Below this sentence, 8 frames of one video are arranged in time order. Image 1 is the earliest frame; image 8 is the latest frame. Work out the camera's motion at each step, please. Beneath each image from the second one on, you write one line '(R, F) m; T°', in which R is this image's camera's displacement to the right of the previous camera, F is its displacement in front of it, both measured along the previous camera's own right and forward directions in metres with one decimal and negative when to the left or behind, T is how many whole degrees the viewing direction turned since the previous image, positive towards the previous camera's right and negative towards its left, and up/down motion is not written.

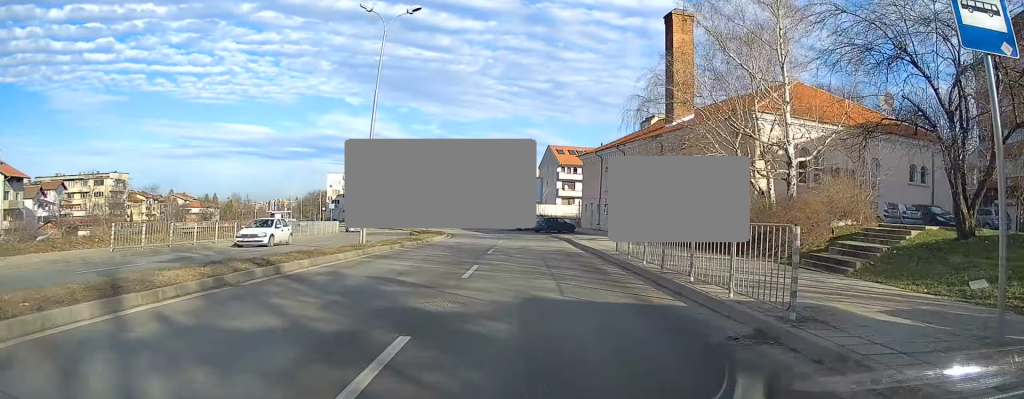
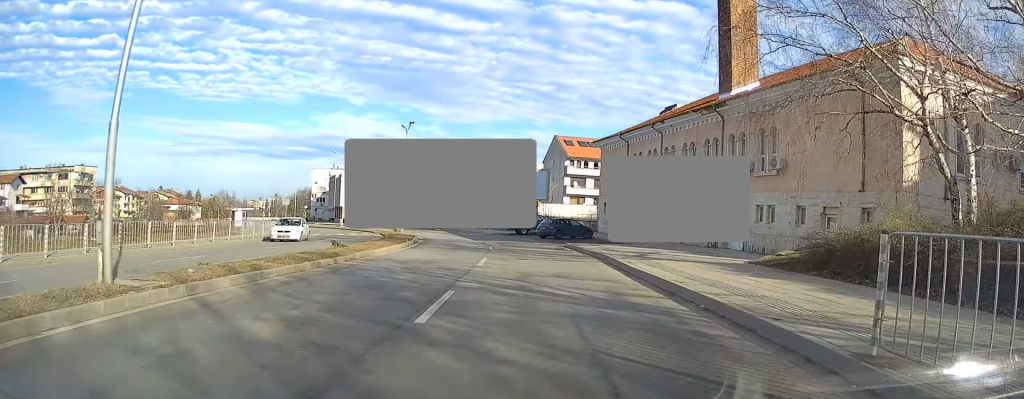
(+0.1, +14.8) m; +1°
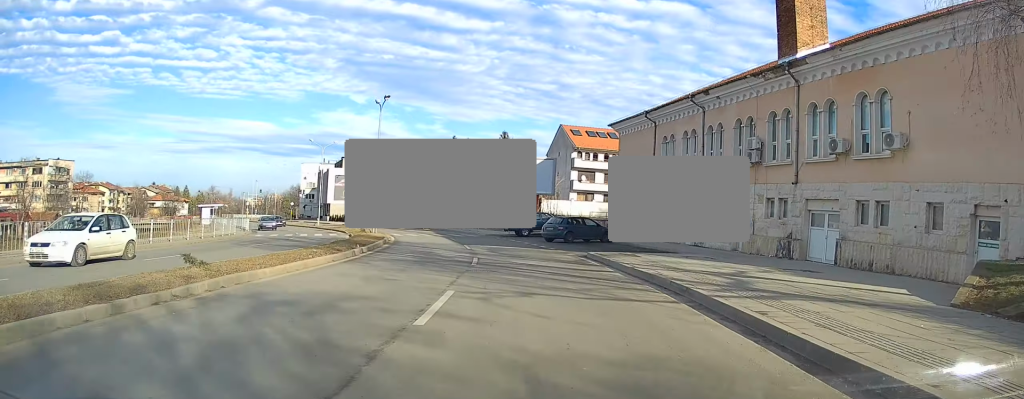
(0.0, +9.5) m; 0°
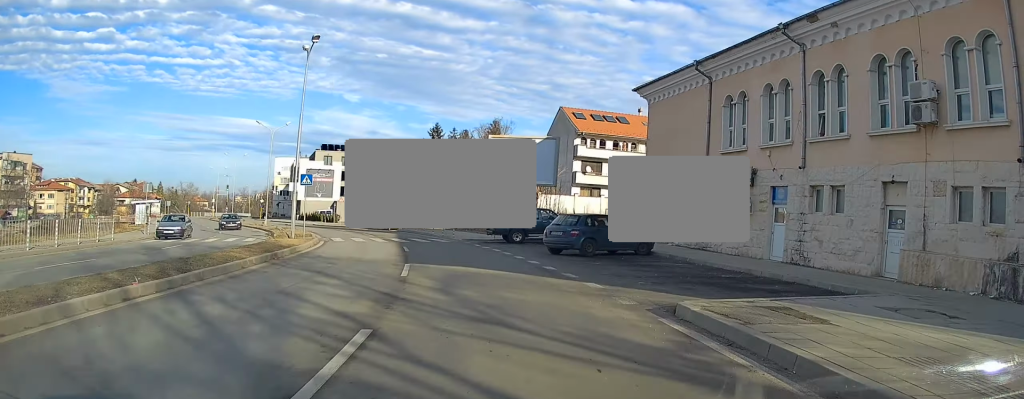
(0.0, +13.2) m; -3°
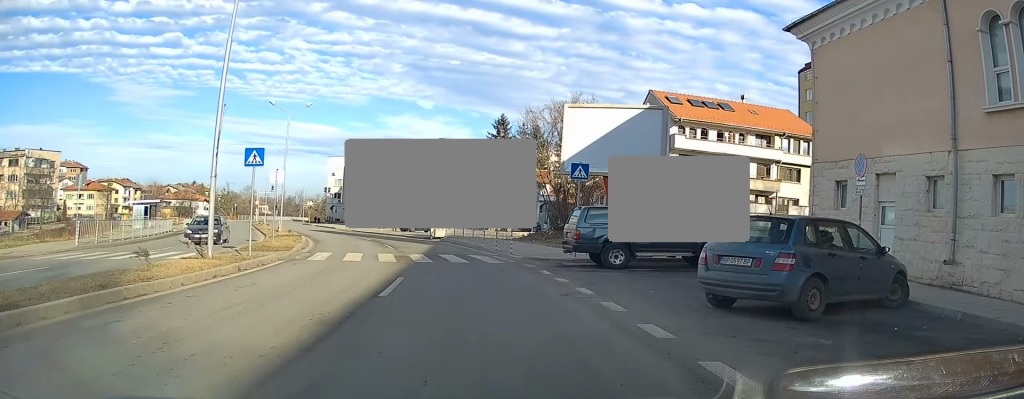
(-0.6, +12.2) m; -6°
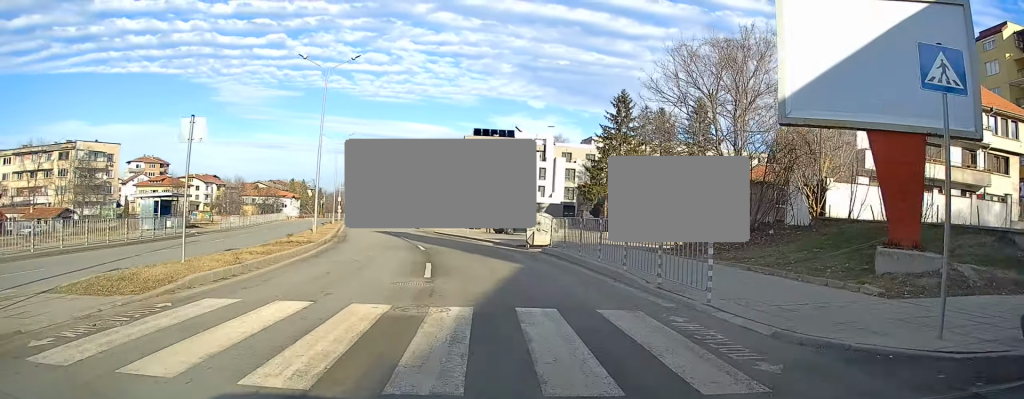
(-1.0, +13.8) m; -8°
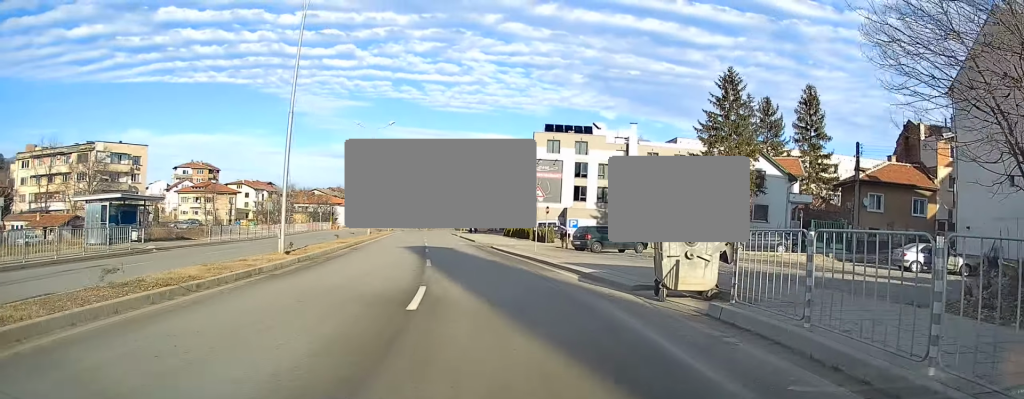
(-0.9, +12.7) m; -8°
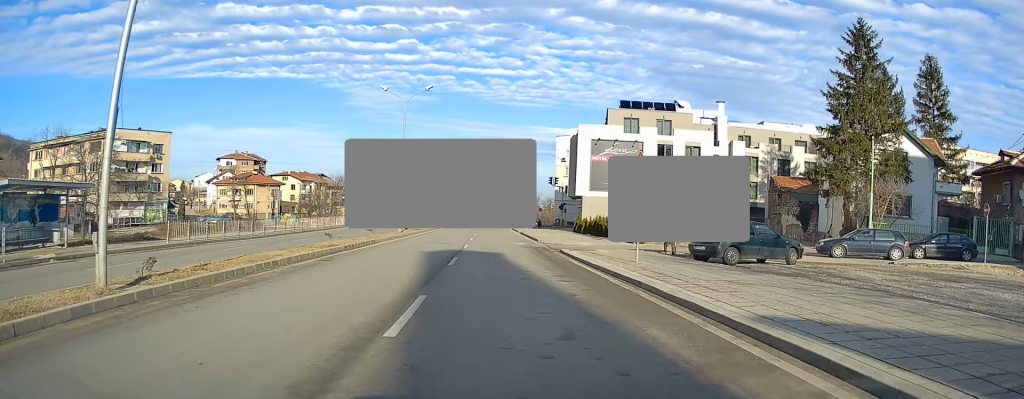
(-0.7, +11.7) m; -5°
